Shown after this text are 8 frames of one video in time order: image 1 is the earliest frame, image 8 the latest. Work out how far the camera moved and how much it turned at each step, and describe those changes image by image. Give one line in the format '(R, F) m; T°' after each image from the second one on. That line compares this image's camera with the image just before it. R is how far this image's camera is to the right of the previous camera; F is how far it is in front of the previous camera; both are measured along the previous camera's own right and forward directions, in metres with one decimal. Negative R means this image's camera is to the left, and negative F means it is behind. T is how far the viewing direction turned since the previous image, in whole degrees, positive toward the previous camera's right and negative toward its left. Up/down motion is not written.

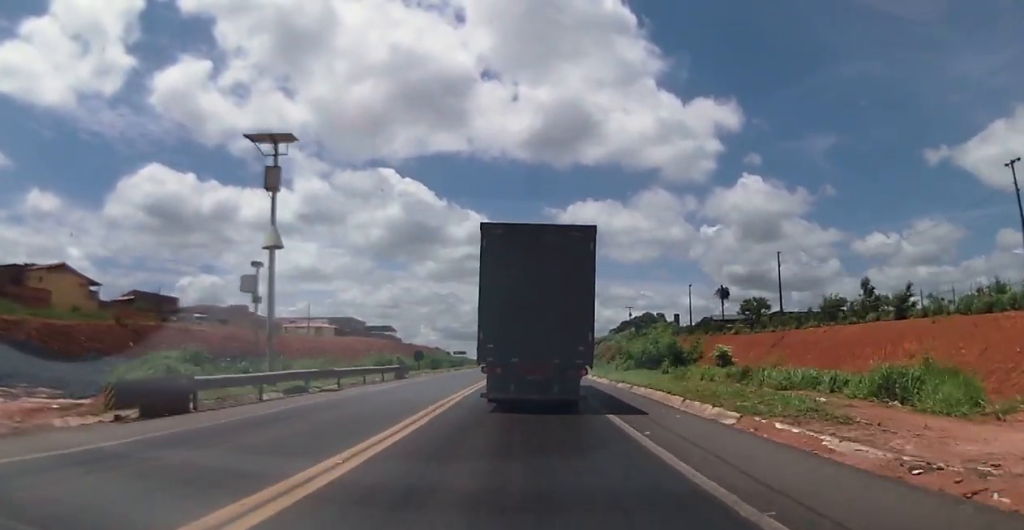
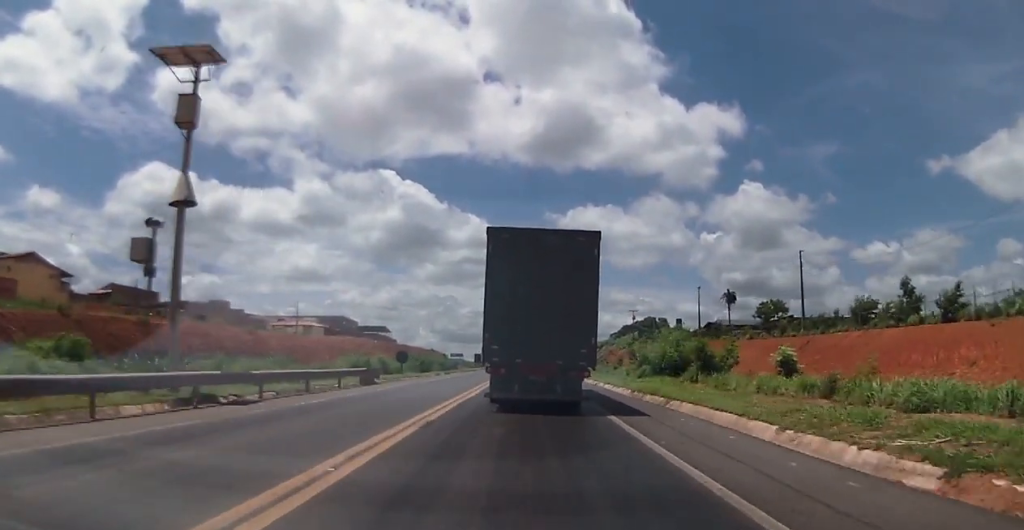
(0.0, +8.3) m; +1°
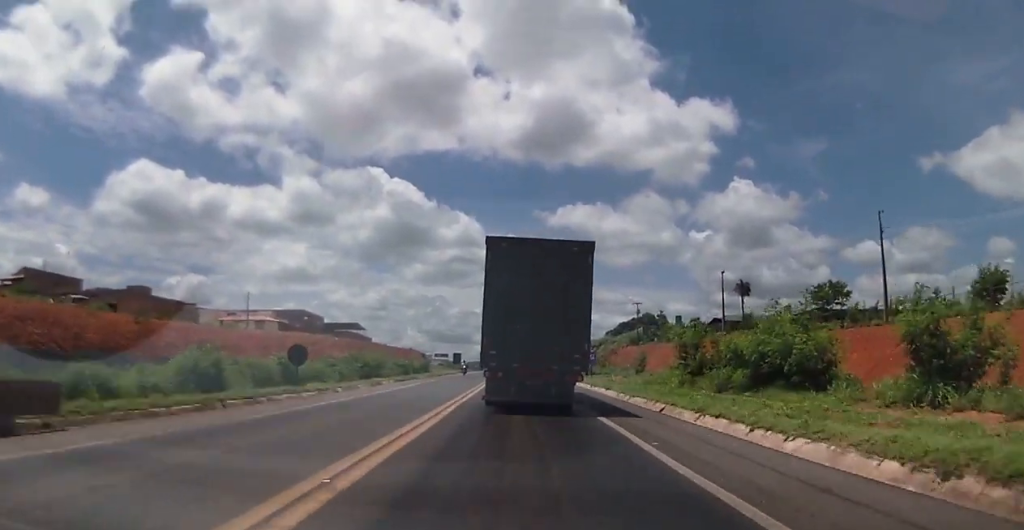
(+0.4, +24.2) m; +1°
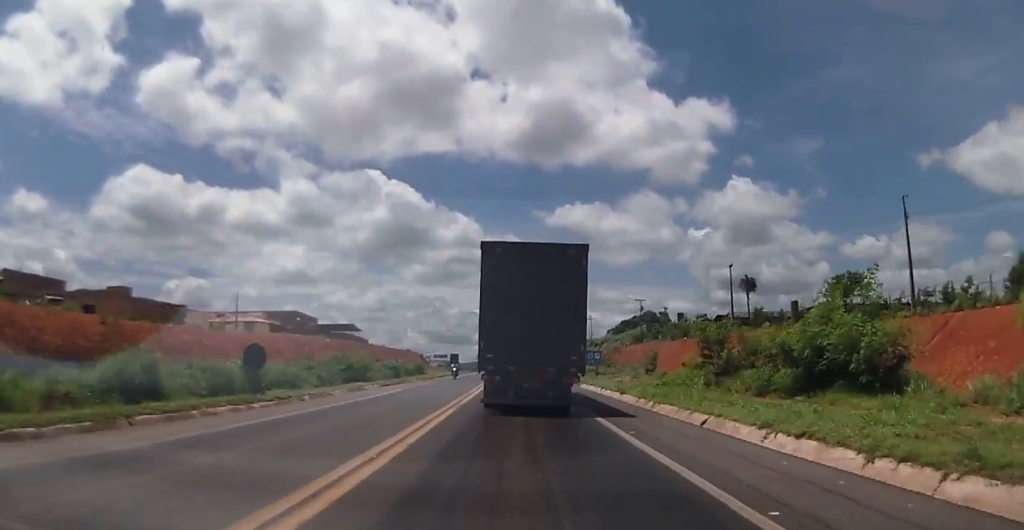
(+0.1, +5.2) m; 0°
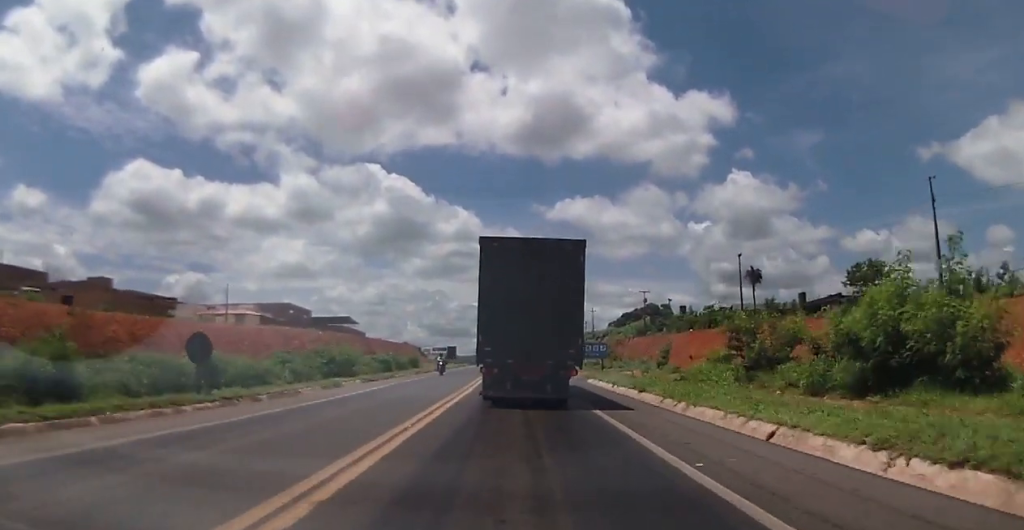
(+0.2, +4.5) m; 0°
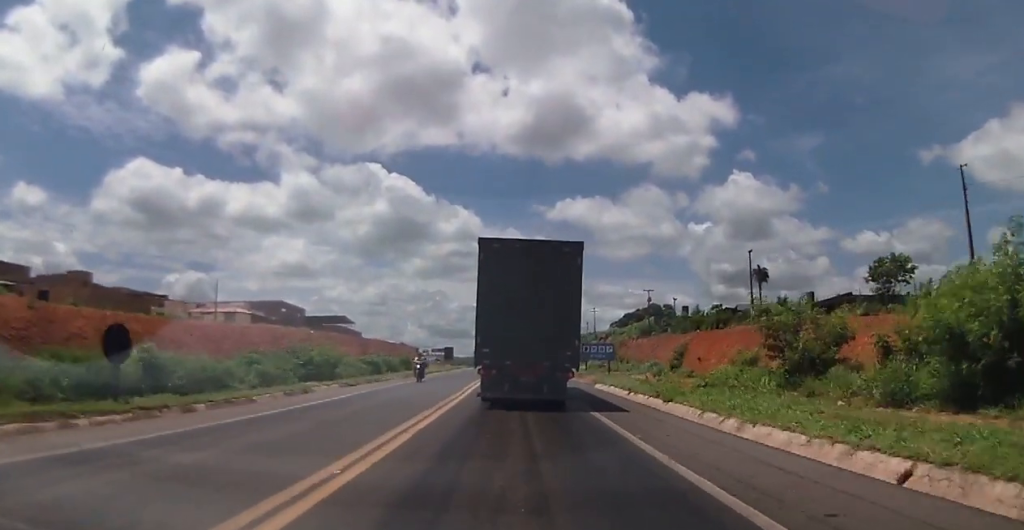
(0.0, +4.9) m; 0°
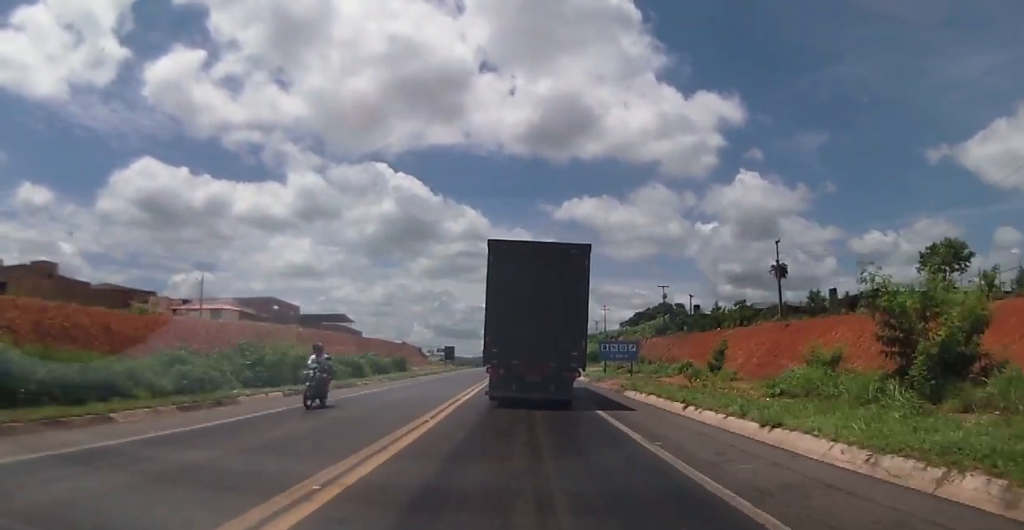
(-0.3, +8.9) m; -1°
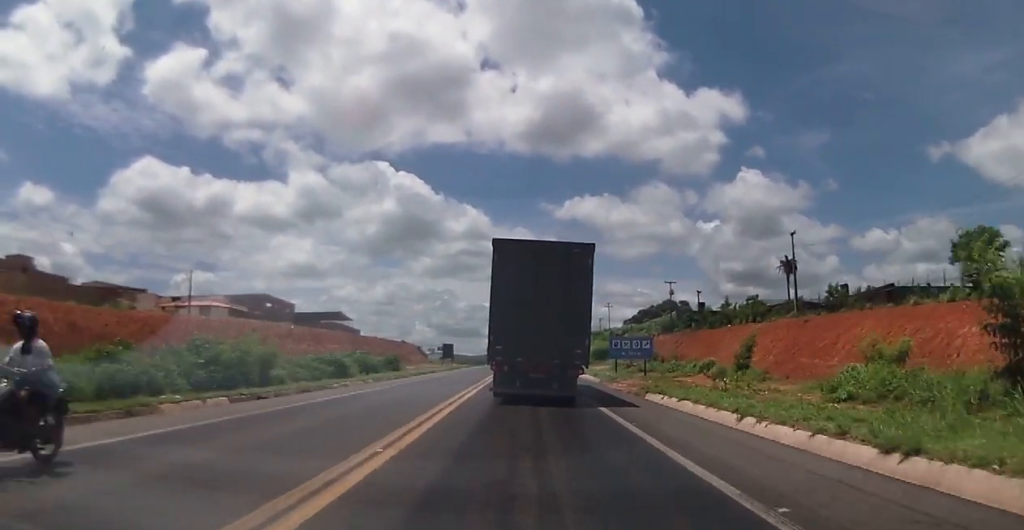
(+0.1, +5.1) m; 0°
